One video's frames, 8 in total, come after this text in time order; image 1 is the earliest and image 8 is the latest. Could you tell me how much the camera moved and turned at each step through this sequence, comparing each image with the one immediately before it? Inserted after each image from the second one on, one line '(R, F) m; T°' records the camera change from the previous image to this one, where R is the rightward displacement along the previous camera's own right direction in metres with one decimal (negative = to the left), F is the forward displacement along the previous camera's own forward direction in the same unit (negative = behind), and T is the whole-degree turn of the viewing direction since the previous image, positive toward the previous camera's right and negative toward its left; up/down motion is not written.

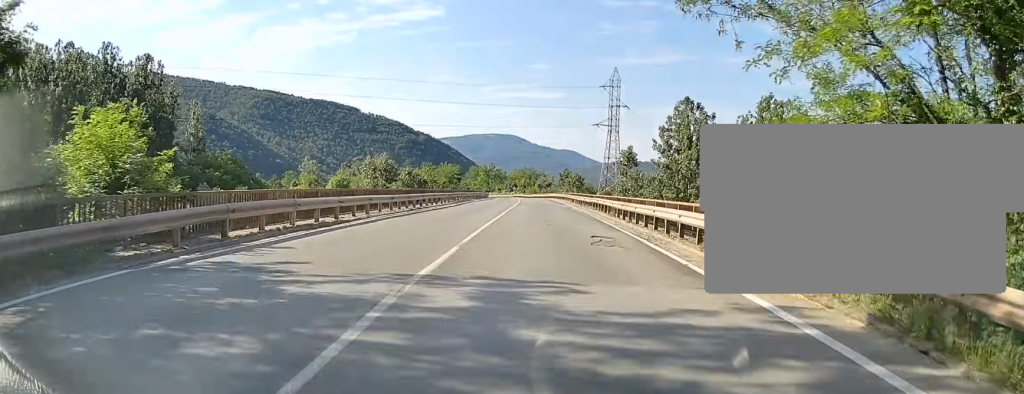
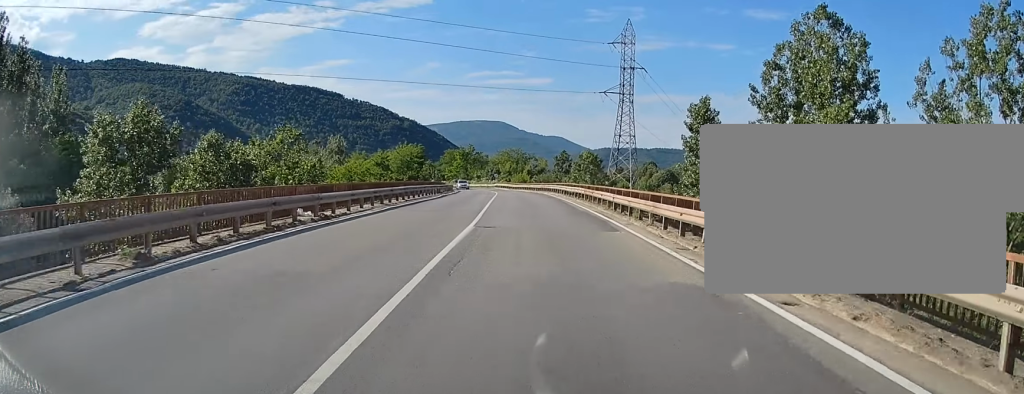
(+0.4, +39.2) m; +1°
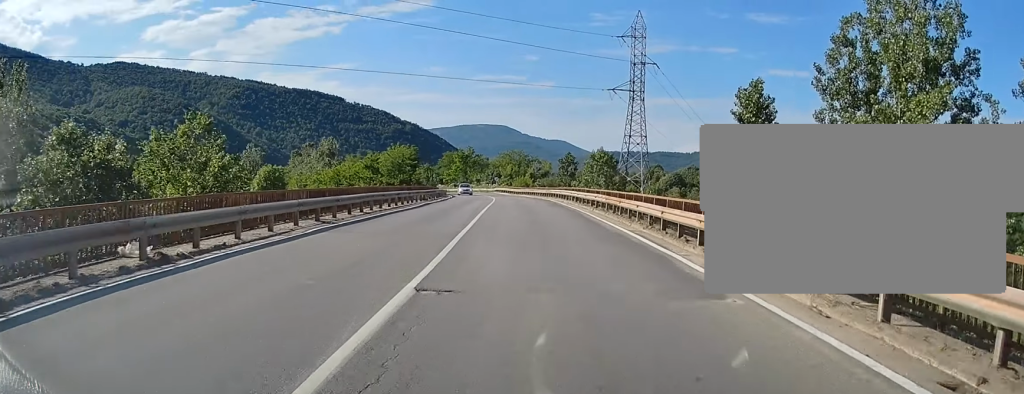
(0.0, +9.4) m; 0°
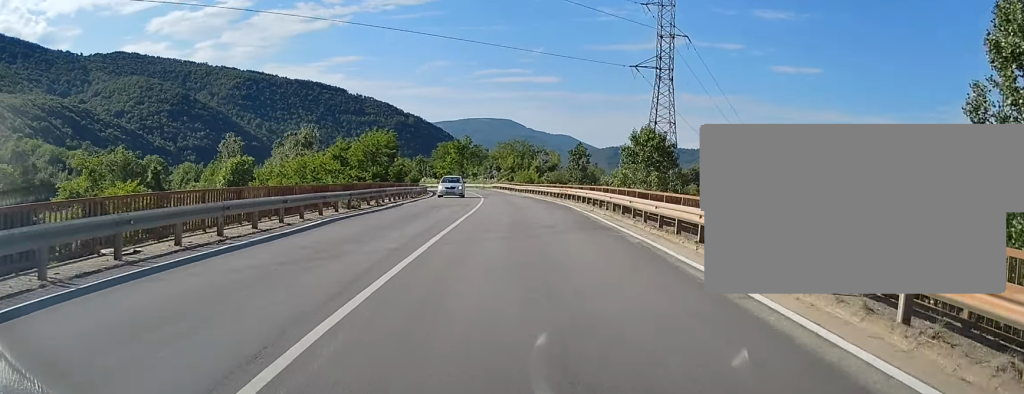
(0.0, +19.6) m; -1°
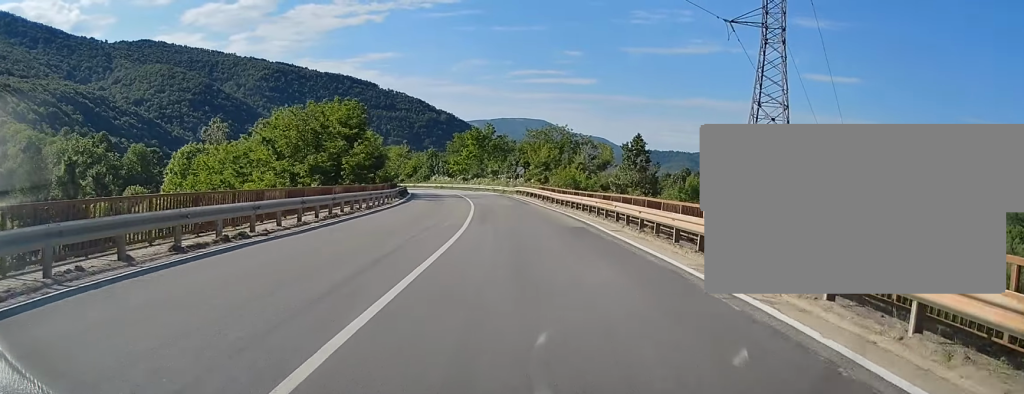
(-0.5, +32.2) m; -2°
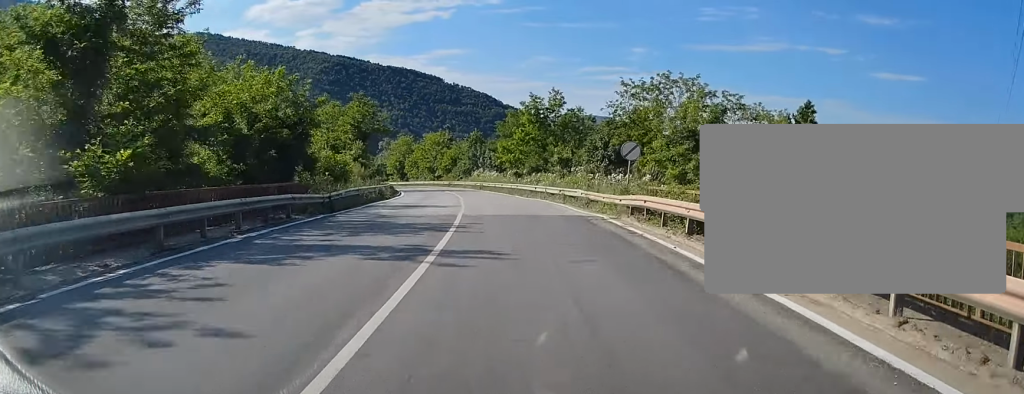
(-1.7, +39.1) m; -7°
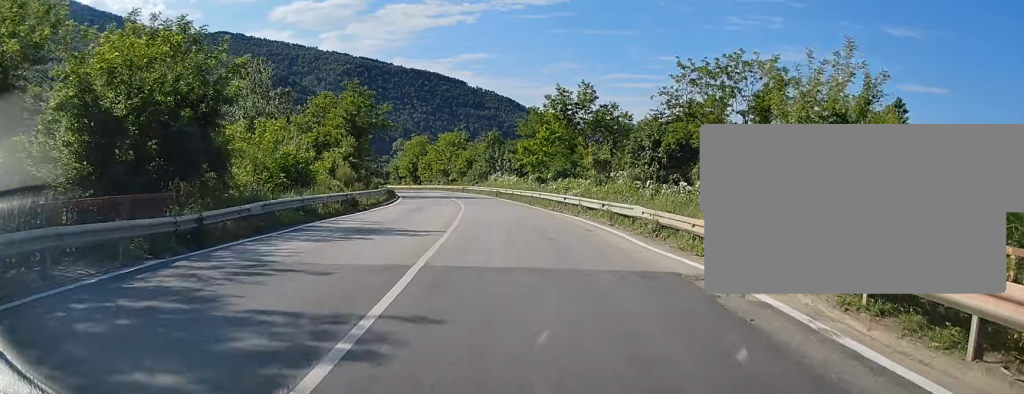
(0.0, +11.0) m; -5°
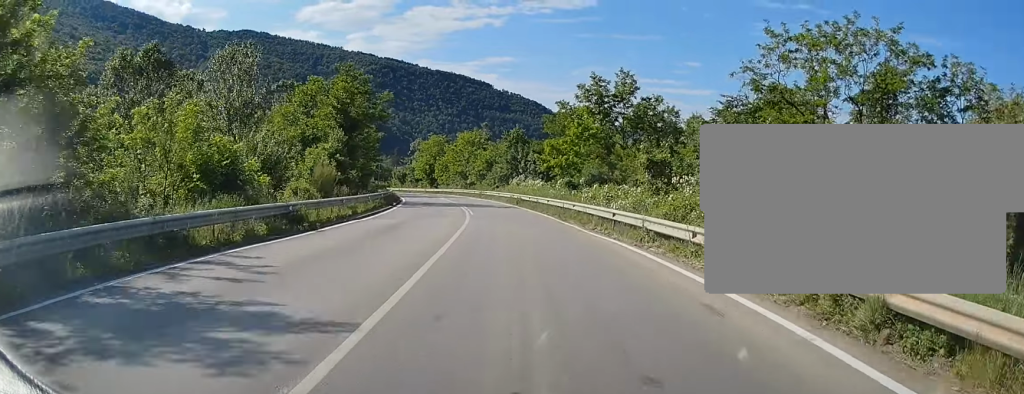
(+0.3, +10.1) m; -4°
